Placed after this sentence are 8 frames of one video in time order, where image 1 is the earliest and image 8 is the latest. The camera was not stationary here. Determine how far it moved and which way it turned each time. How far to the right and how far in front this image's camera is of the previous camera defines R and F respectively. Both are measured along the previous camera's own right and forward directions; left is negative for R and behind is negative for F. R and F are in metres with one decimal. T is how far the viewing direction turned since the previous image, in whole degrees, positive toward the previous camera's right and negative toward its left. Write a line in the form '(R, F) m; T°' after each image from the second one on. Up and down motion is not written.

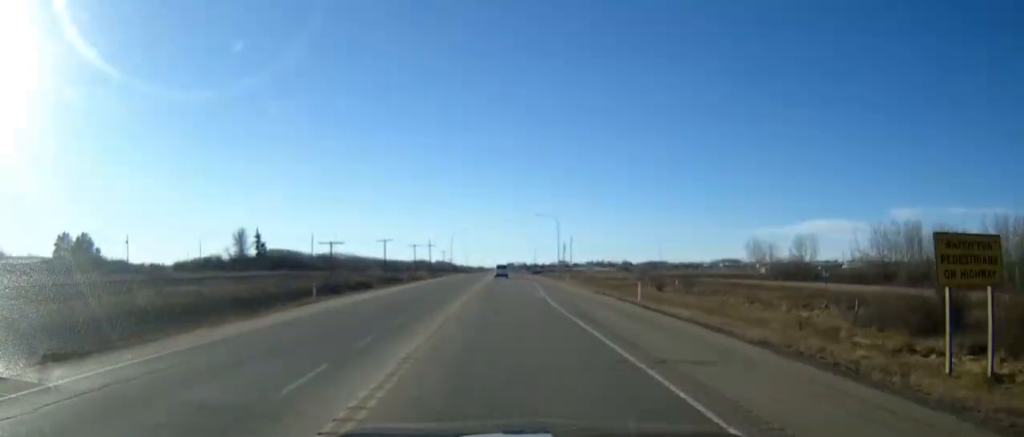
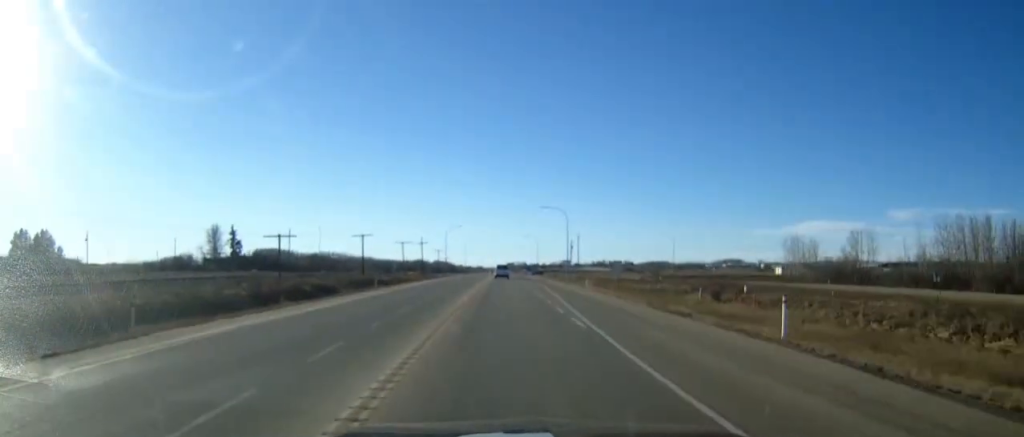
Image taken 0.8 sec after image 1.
(0.0, +19.9) m; 0°
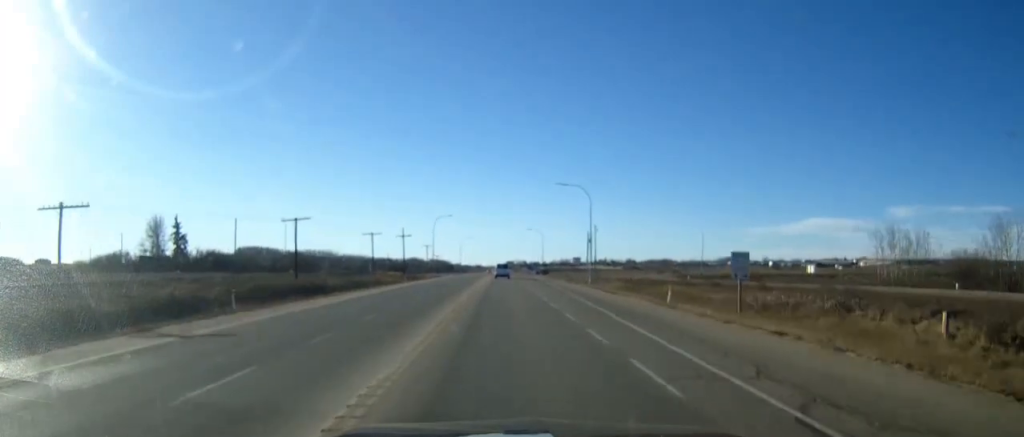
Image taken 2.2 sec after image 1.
(0.0, +34.1) m; 0°
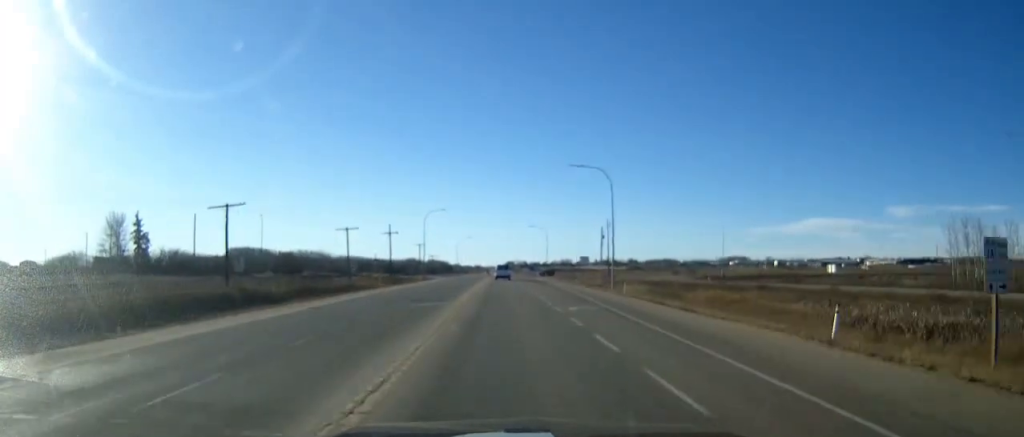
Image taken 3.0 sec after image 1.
(0.0, +18.4) m; 0°
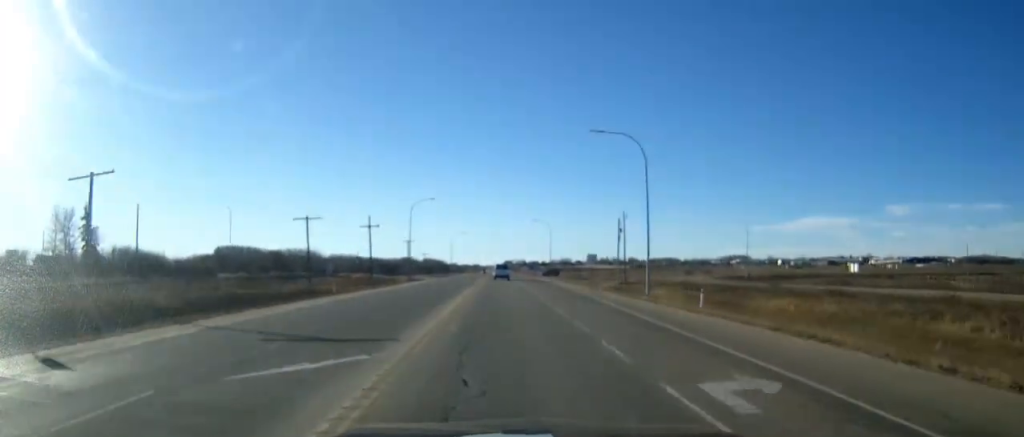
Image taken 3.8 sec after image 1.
(0.0, +19.0) m; 0°
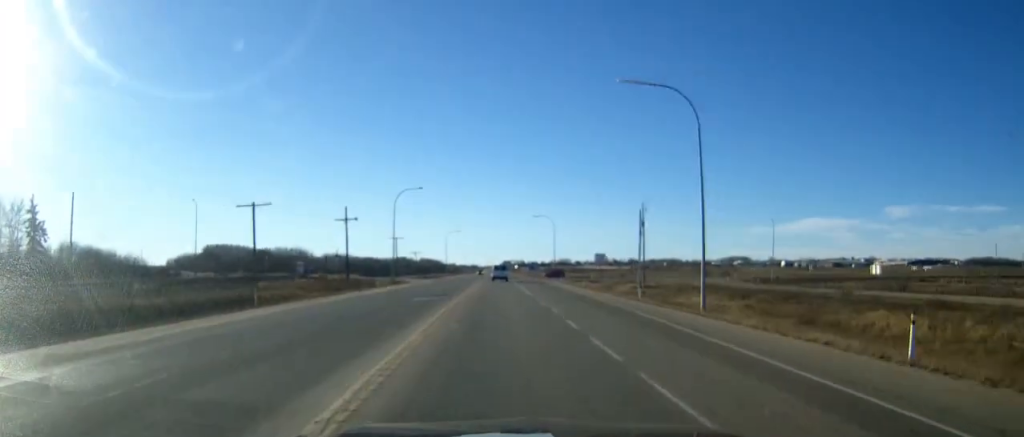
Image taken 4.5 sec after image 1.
(0.0, +16.4) m; 0°
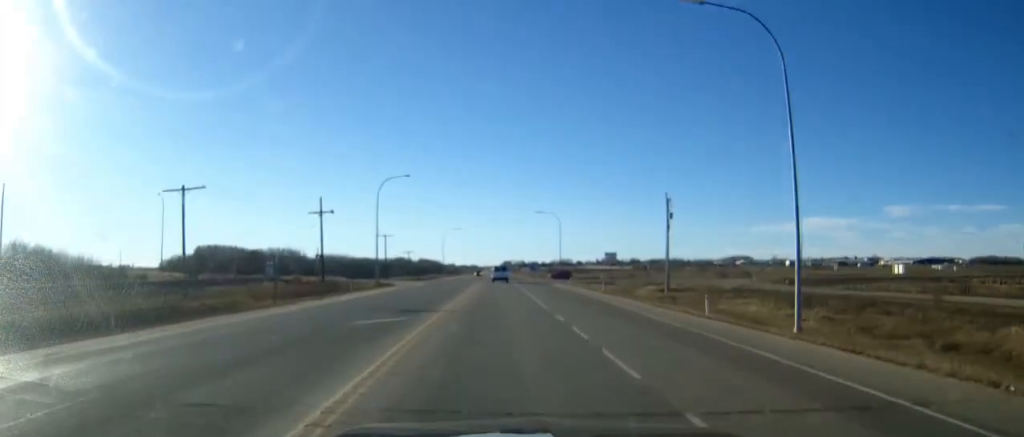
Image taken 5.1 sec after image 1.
(0.0, +13.9) m; 0°
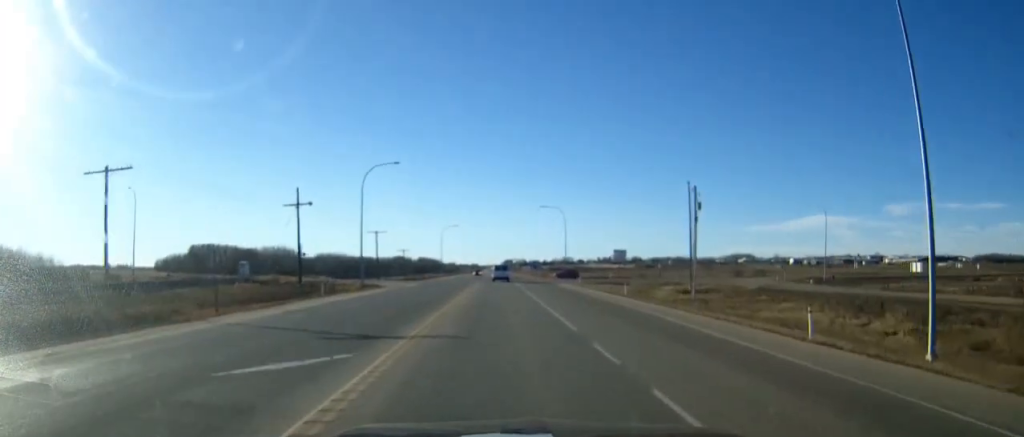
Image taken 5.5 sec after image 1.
(0.0, +10.0) m; 0°
